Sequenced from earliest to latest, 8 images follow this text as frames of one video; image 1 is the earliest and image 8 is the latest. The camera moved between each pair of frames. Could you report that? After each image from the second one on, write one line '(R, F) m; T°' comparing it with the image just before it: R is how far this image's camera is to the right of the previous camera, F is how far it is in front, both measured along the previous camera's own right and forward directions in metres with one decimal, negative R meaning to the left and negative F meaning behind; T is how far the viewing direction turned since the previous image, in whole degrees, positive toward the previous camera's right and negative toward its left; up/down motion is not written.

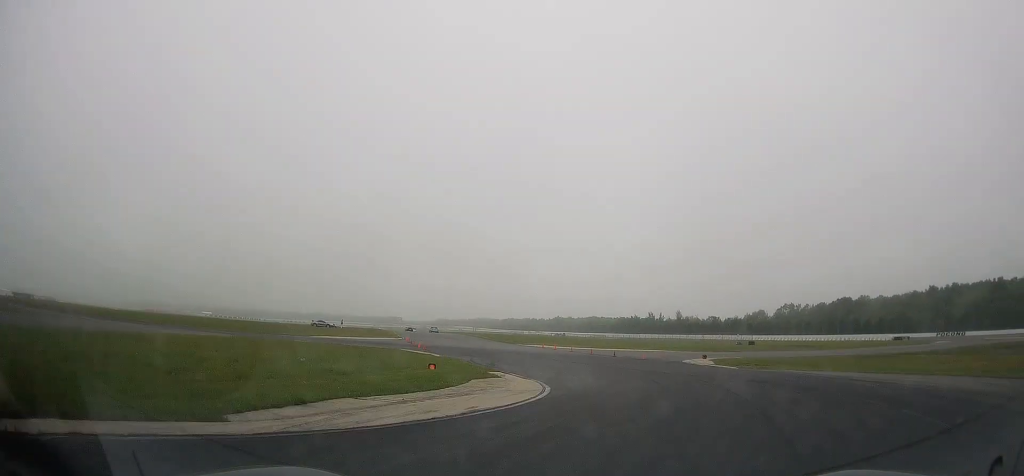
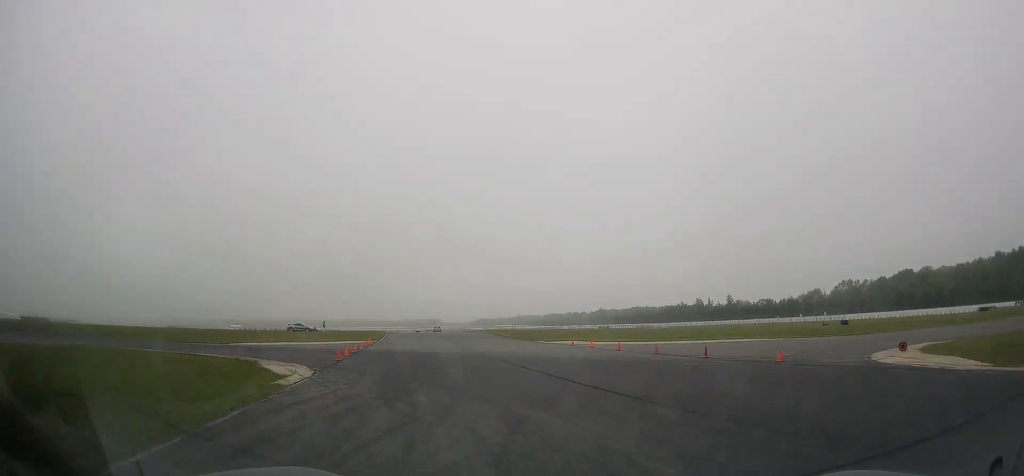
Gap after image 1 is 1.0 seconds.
(+1.4, +23.8) m; -2°
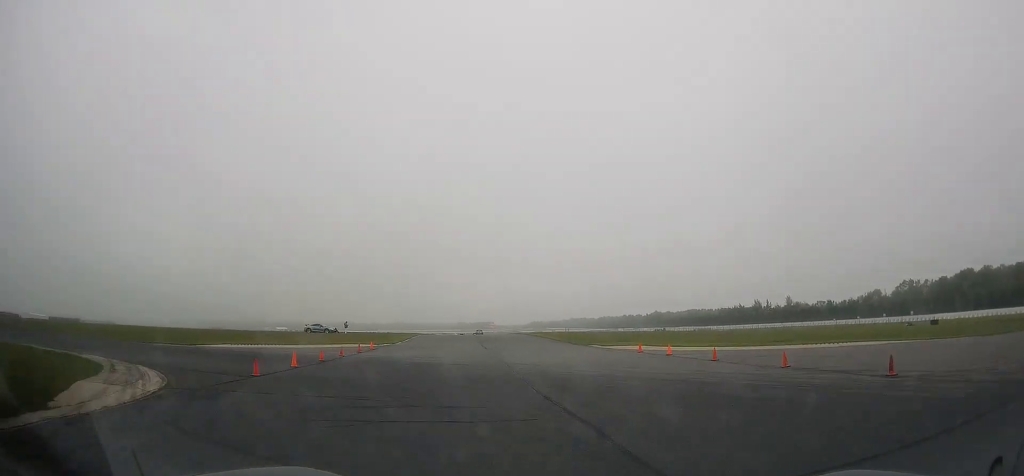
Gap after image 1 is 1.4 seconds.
(-0.7, +11.1) m; -3°
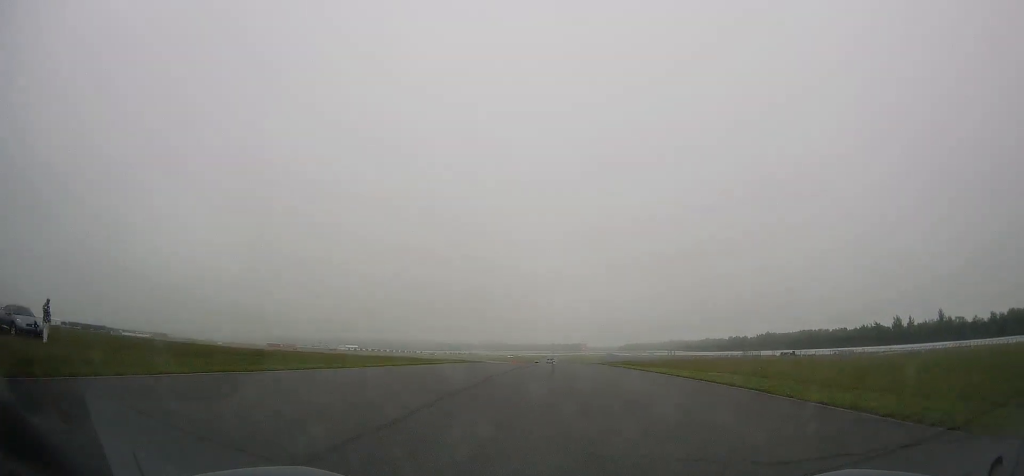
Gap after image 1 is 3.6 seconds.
(-7.0, +59.6) m; -9°
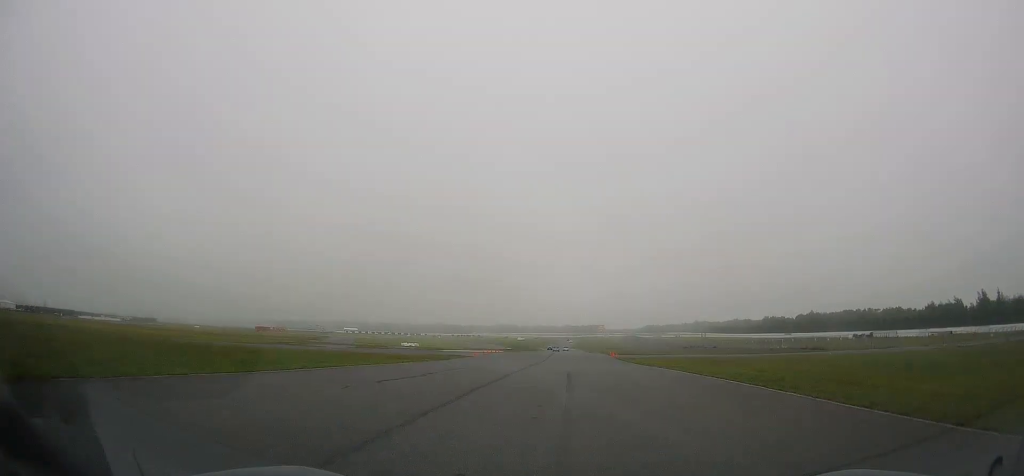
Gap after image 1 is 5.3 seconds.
(-0.4, +54.3) m; -1°
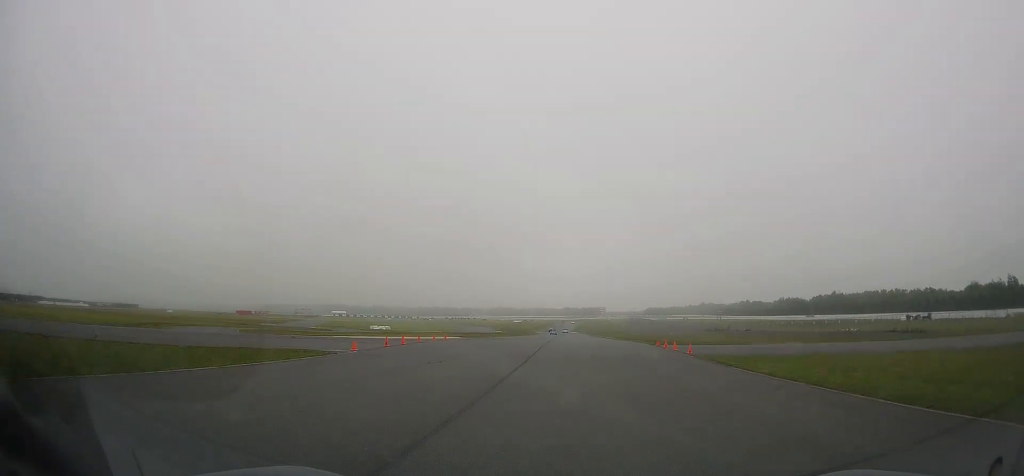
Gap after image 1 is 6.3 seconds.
(-0.4, +34.4) m; -1°
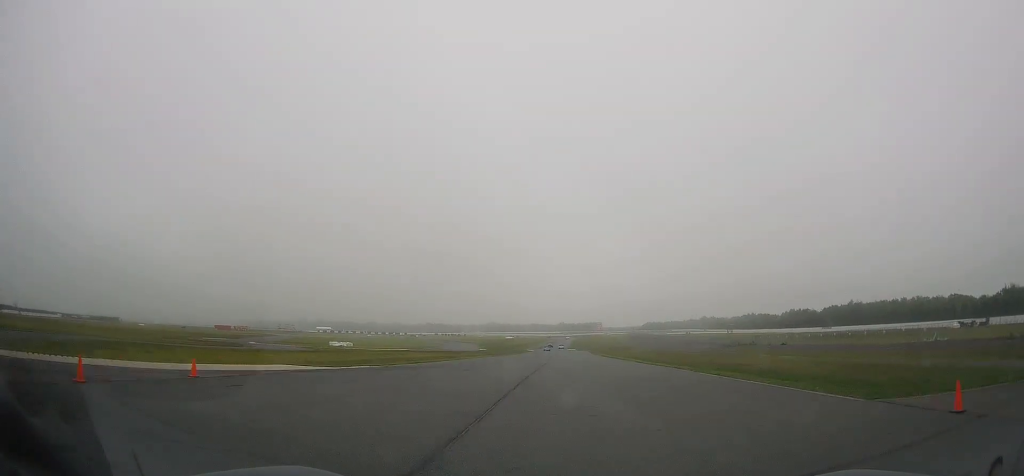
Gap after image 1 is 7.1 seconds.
(0.0, +28.6) m; 0°
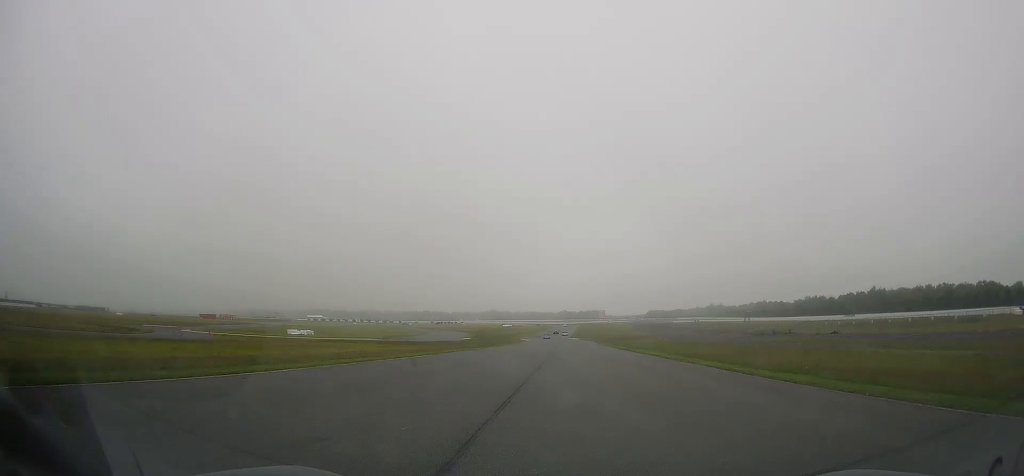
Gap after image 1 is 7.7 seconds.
(+0.2, +24.9) m; 0°
